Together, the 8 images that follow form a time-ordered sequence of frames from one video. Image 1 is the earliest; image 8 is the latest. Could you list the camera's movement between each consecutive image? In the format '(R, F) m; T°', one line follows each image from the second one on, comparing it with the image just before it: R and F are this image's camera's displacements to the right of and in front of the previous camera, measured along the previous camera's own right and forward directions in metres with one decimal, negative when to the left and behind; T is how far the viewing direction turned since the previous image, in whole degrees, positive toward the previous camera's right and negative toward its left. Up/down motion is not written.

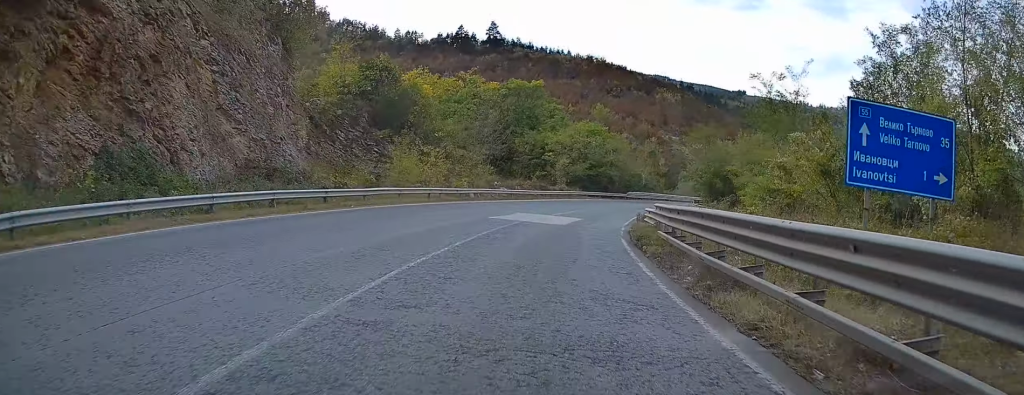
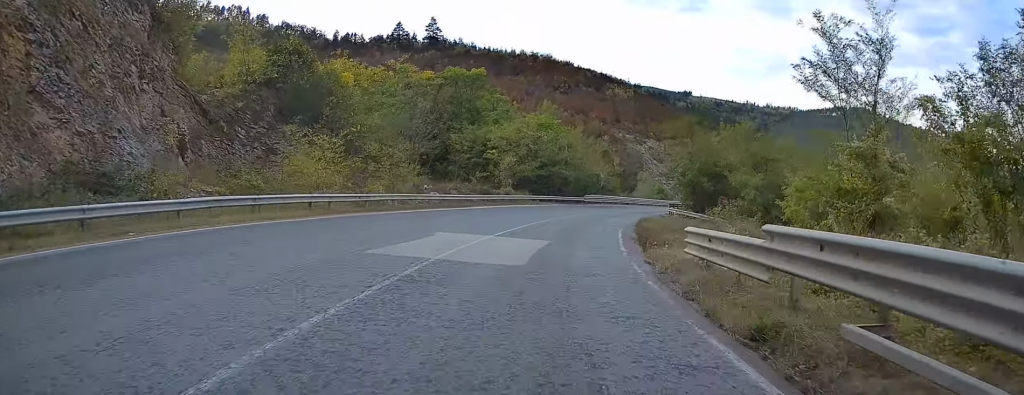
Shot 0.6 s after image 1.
(+0.3, +12.9) m; +4°
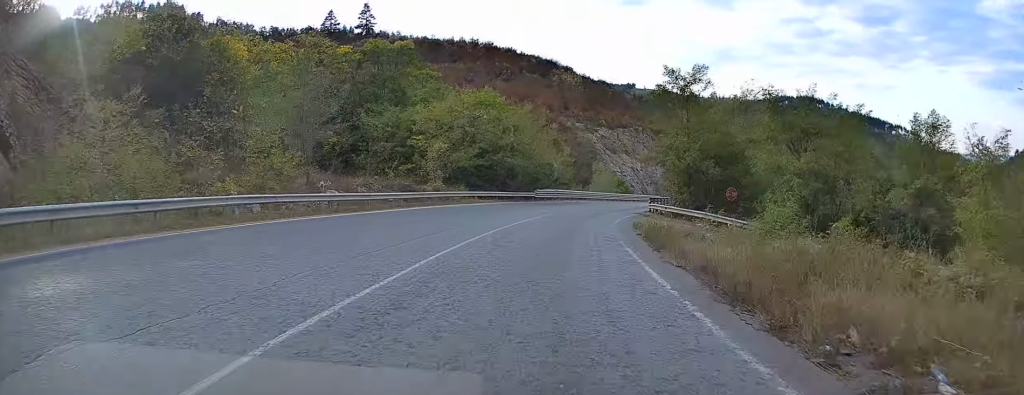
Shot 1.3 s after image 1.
(+0.6, +14.2) m; +5°
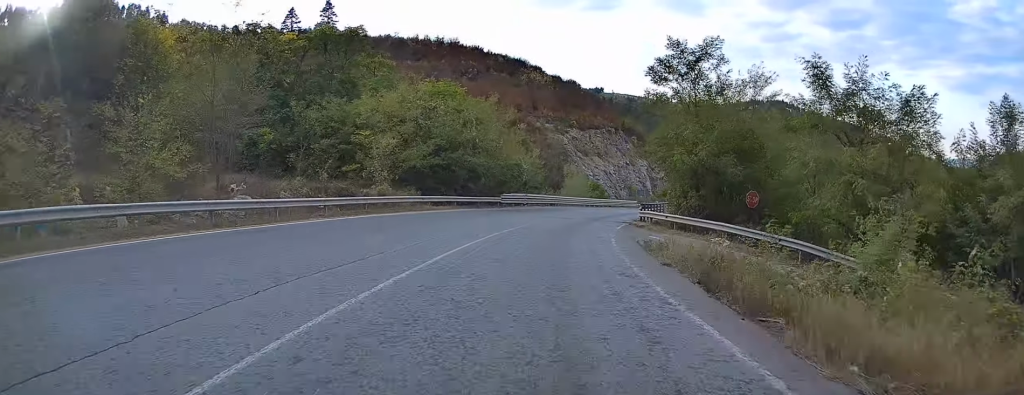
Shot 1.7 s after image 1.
(+0.1, +8.1) m; +3°
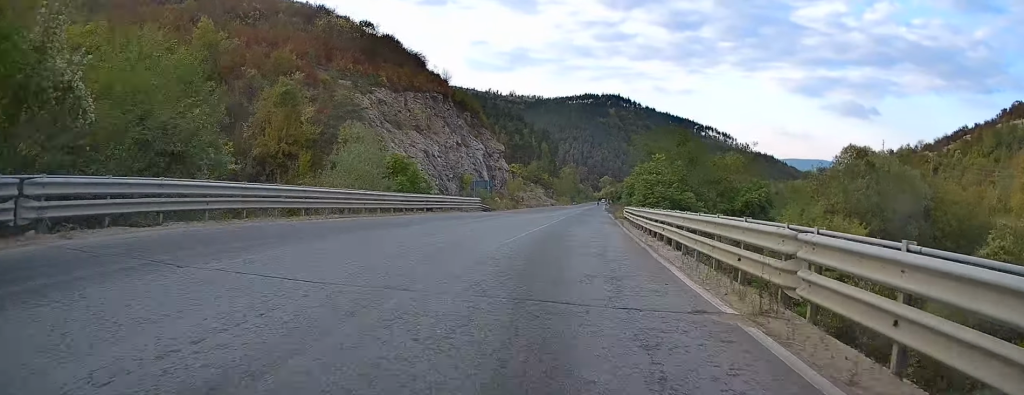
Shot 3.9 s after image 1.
(+6.8, +43.7) m; +16°
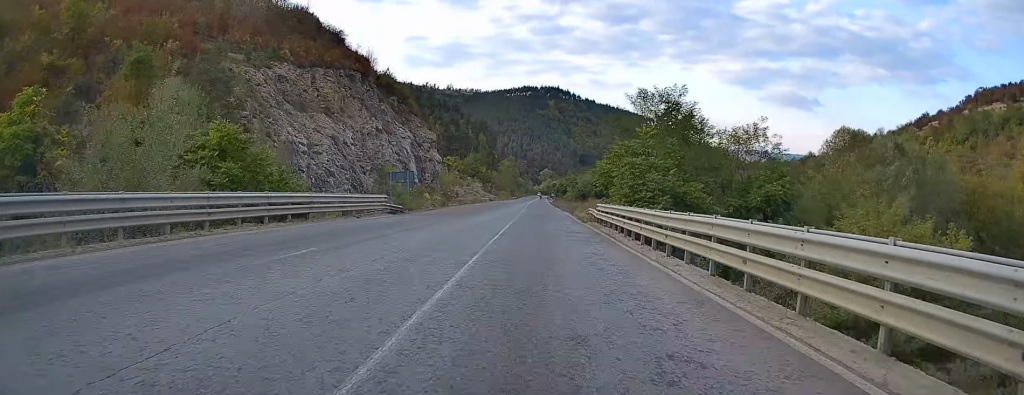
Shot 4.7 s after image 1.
(+0.7, +16.3) m; +6°
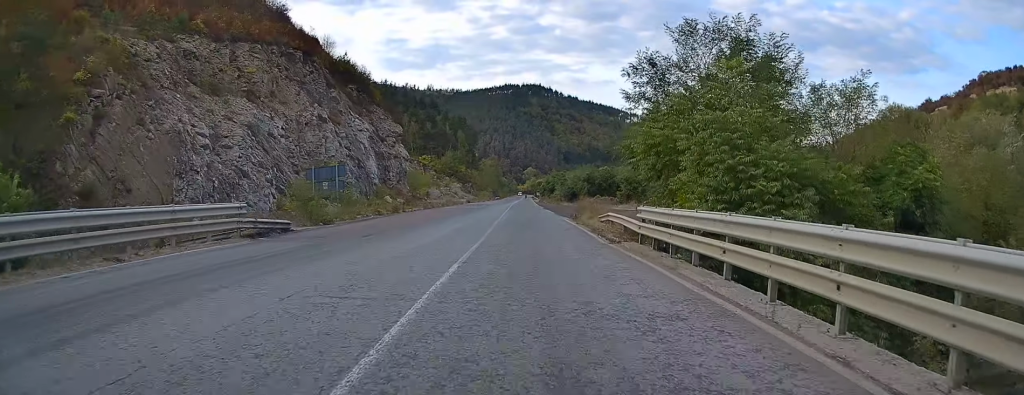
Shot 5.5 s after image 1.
(+0.9, +17.0) m; +4°
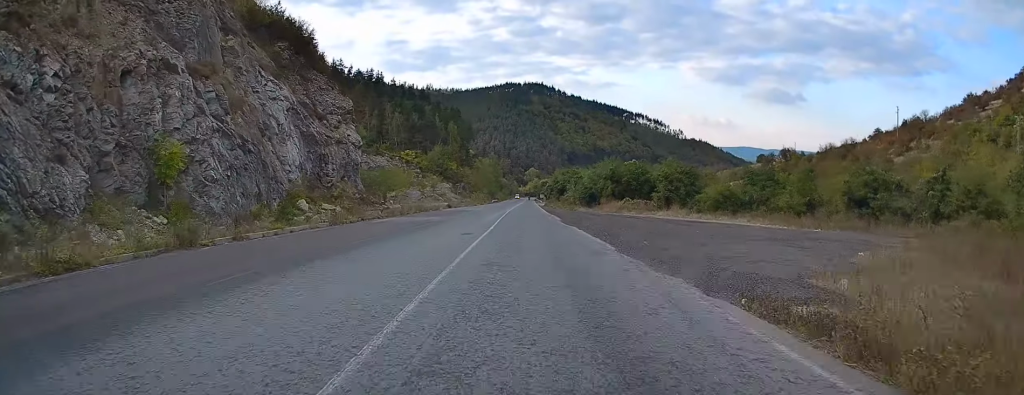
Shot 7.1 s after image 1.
(+1.0, +31.6) m; +2°
